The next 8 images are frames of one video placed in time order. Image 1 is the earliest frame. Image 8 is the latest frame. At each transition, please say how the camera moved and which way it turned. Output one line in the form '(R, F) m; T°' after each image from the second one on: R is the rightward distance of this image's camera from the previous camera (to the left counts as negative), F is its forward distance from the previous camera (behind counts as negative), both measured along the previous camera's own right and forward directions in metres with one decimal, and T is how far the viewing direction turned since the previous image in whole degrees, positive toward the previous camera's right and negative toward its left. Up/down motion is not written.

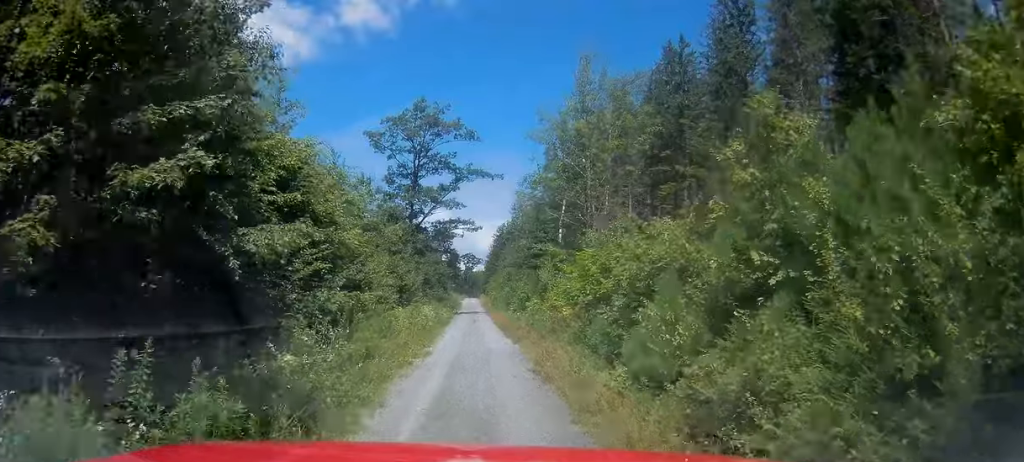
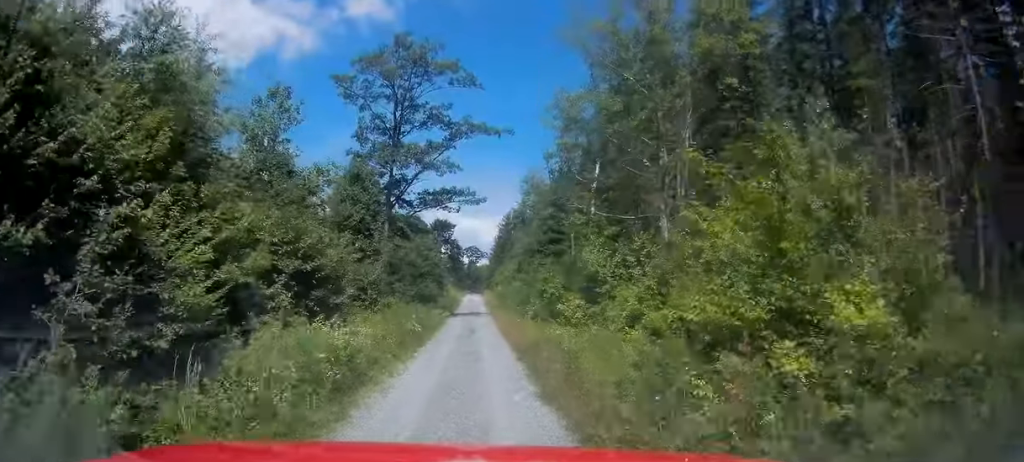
(+0.2, +15.5) m; -1°
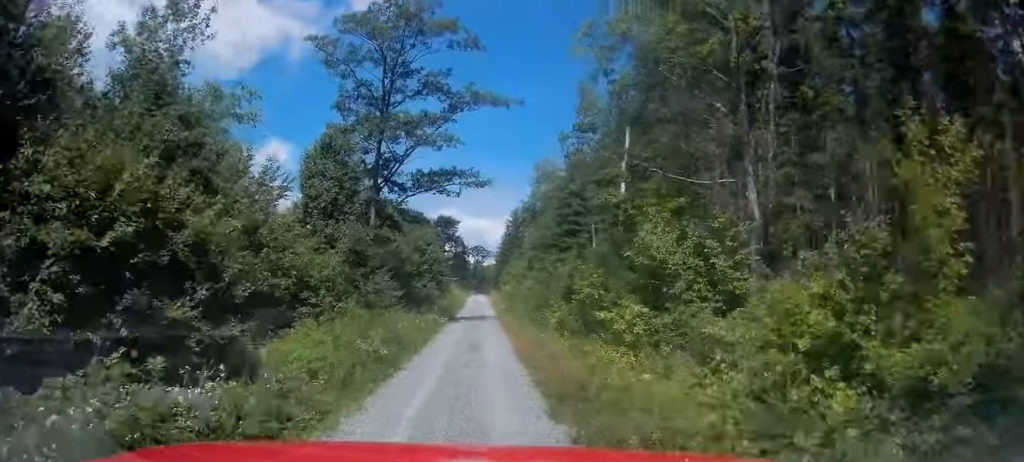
(-0.2, +7.5) m; -1°
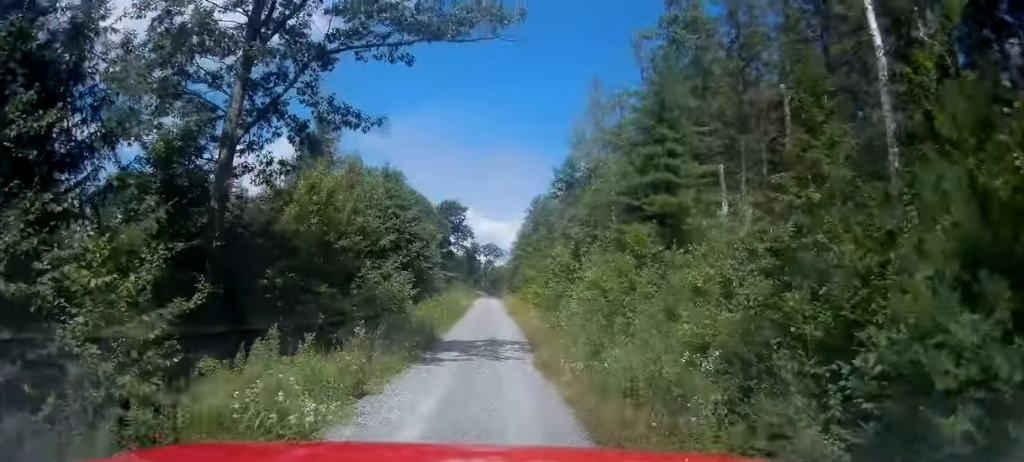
(-0.2, +23.0) m; 0°
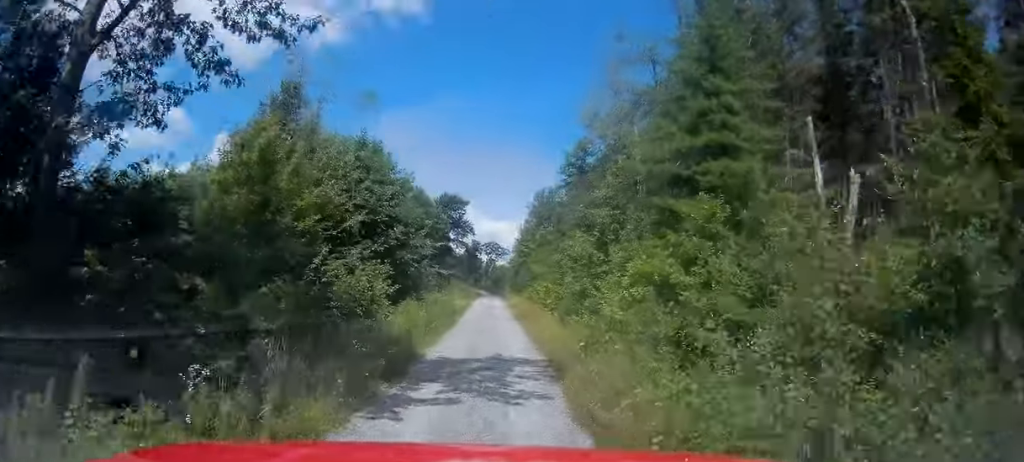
(+0.2, +7.2) m; +1°
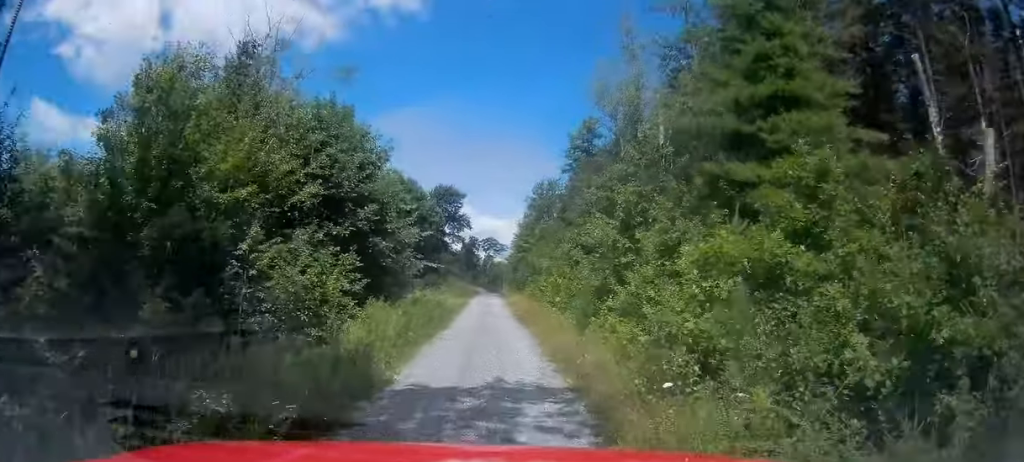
(0.0, +5.5) m; 0°
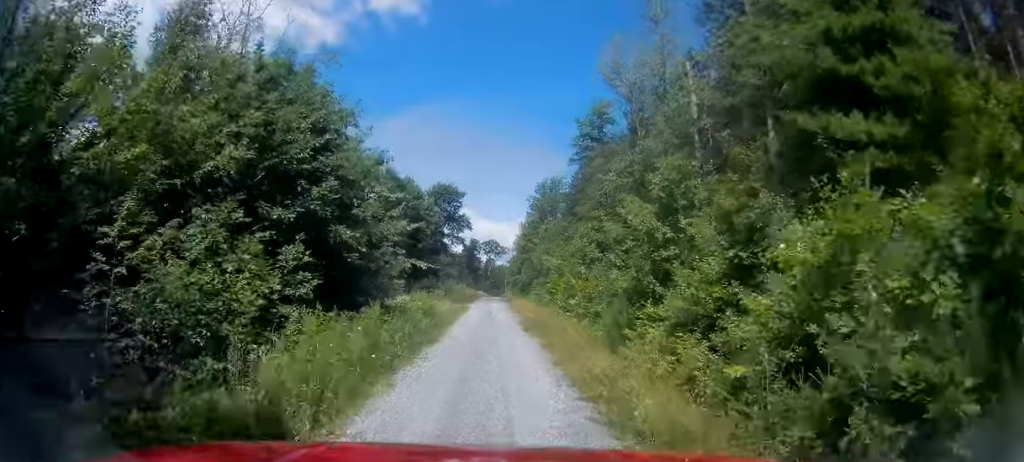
(0.0, +5.1) m; 0°
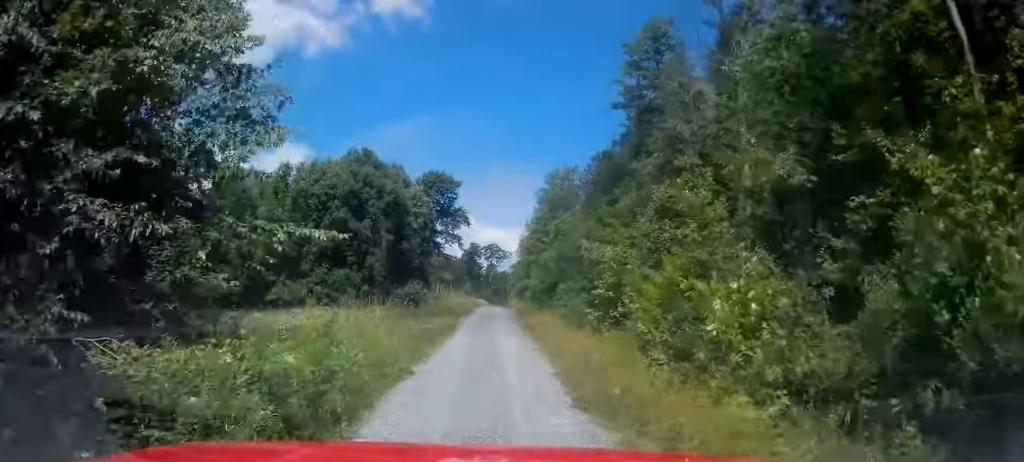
(-0.2, +15.8) m; -2°
